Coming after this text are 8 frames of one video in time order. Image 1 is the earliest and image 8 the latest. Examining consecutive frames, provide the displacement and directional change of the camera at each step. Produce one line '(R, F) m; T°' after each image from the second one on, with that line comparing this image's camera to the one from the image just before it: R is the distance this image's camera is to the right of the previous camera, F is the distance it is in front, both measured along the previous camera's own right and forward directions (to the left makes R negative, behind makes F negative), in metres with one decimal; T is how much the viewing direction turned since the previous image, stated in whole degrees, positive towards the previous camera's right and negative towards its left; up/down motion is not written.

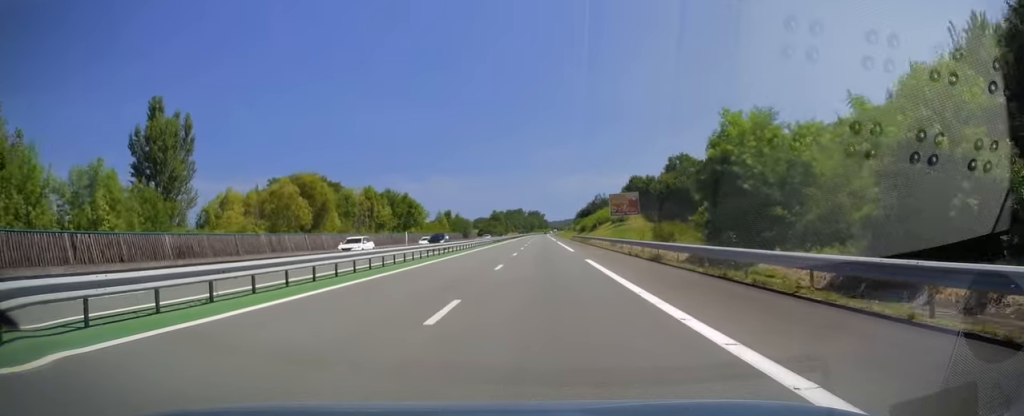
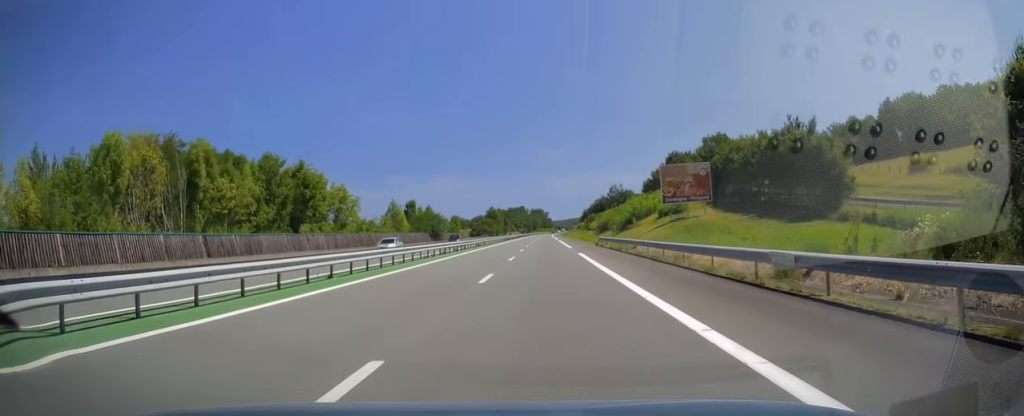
(0.0, +44.6) m; 0°
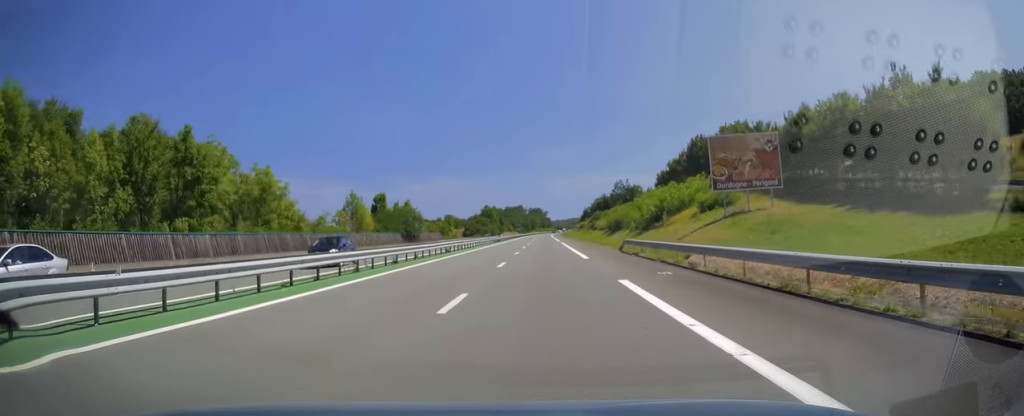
(0.0, +19.2) m; 0°
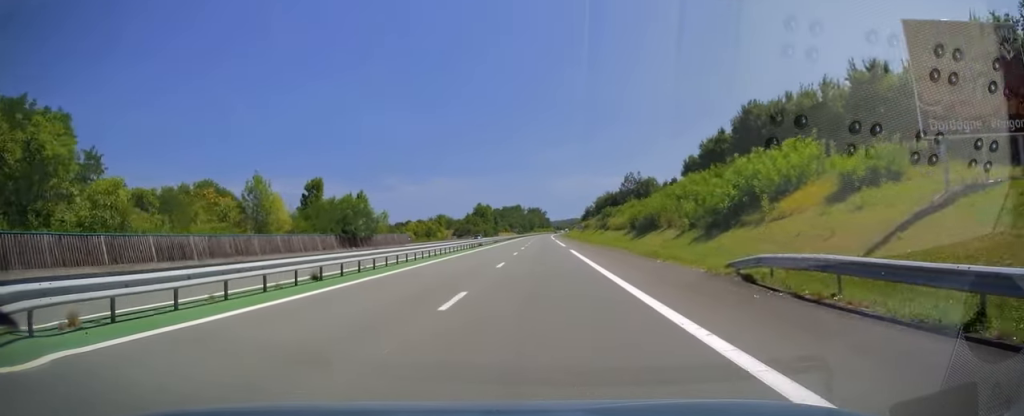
(0.0, +25.6) m; 0°
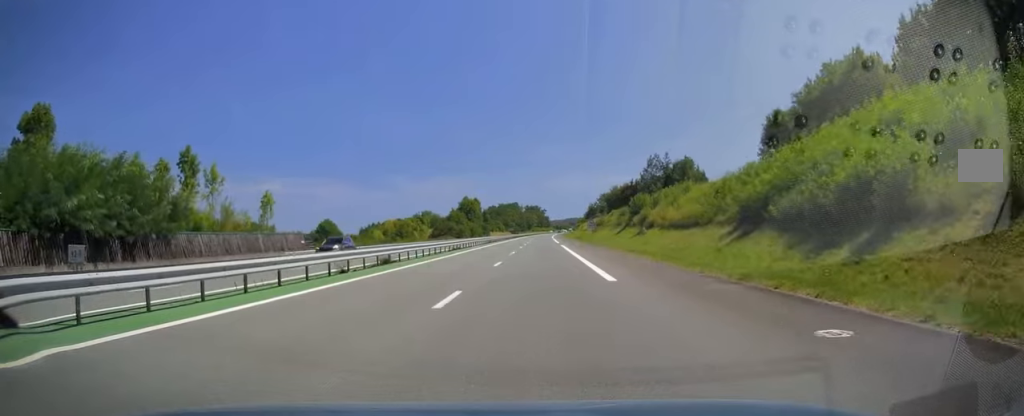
(+0.1, +38.8) m; 0°
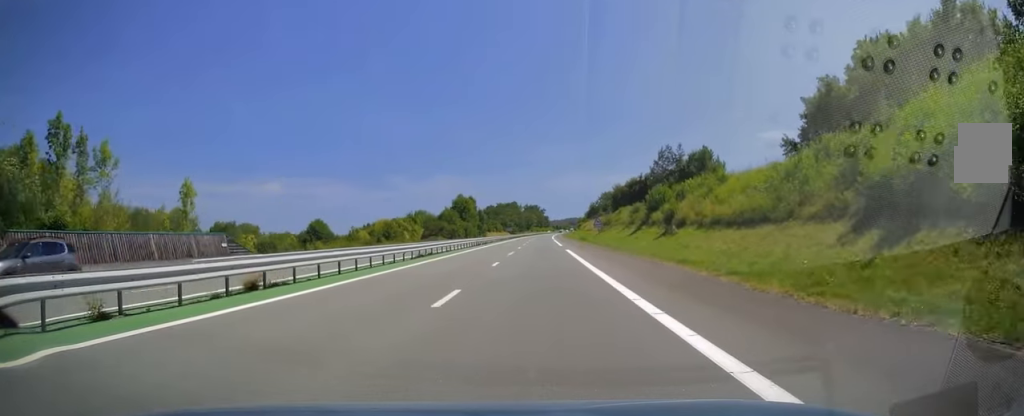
(0.0, +12.8) m; 0°
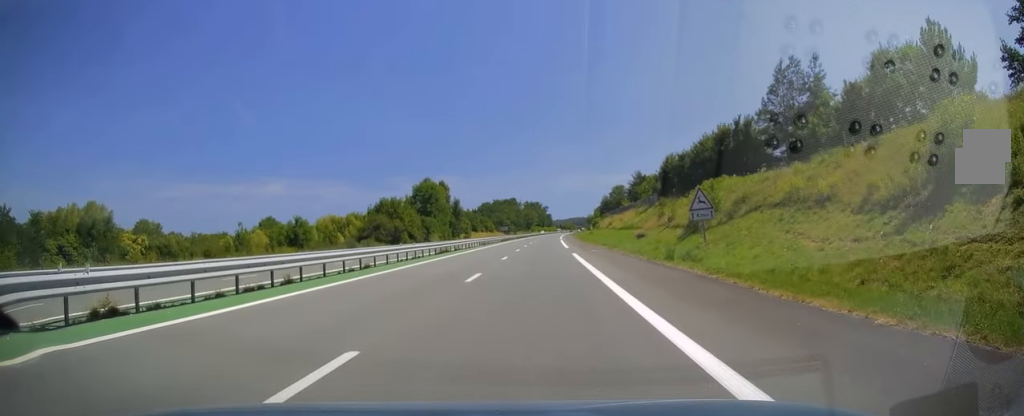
(+0.3, +59.4) m; +1°
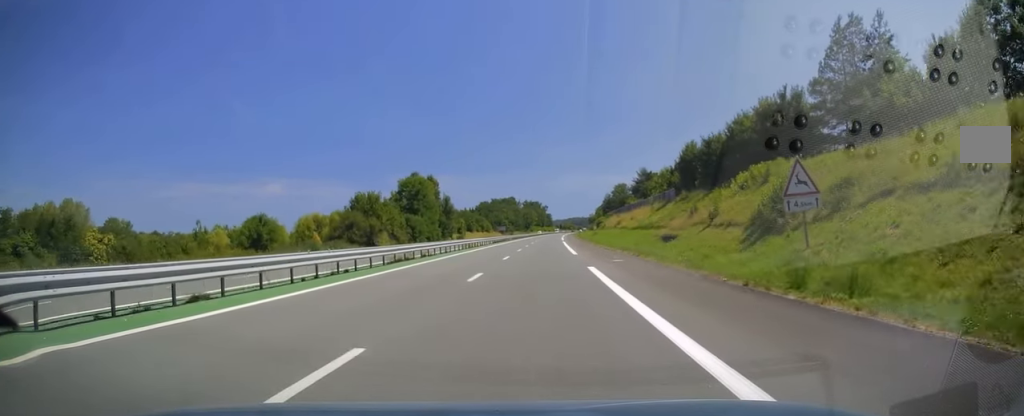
(+0.2, +12.7) m; 0°
